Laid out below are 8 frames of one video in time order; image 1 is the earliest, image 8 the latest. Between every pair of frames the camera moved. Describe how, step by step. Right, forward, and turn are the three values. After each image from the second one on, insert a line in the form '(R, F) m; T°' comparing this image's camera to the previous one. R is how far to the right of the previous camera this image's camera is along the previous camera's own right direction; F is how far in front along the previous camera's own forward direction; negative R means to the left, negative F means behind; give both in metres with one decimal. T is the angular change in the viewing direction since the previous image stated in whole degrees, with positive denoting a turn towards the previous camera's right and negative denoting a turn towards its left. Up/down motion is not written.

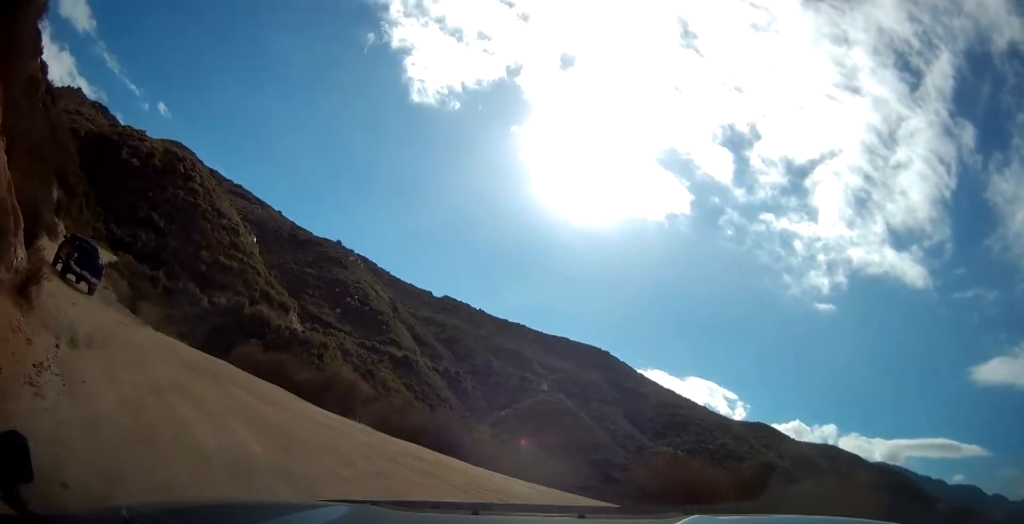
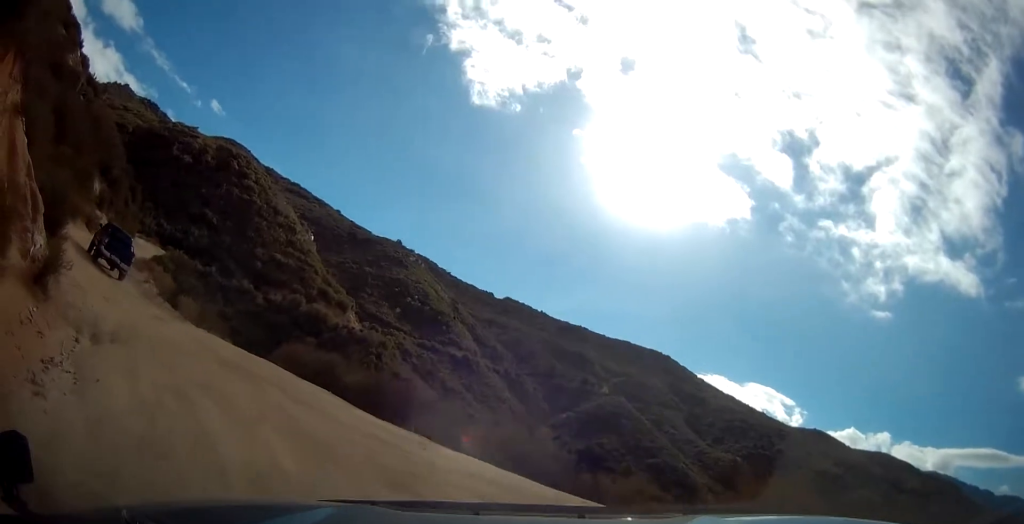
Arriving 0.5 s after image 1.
(-0.1, +1.0) m; -7°
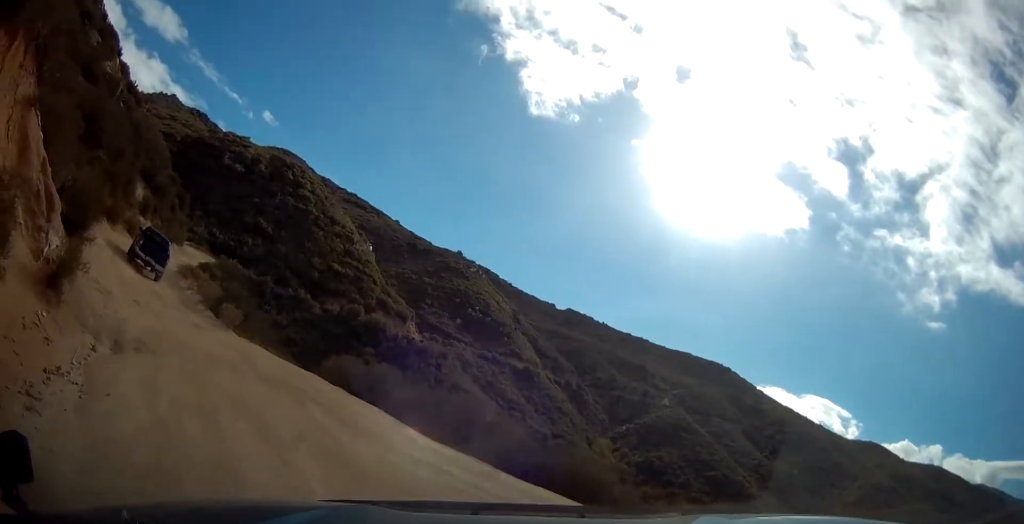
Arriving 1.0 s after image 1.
(0.0, +1.0) m; -1°
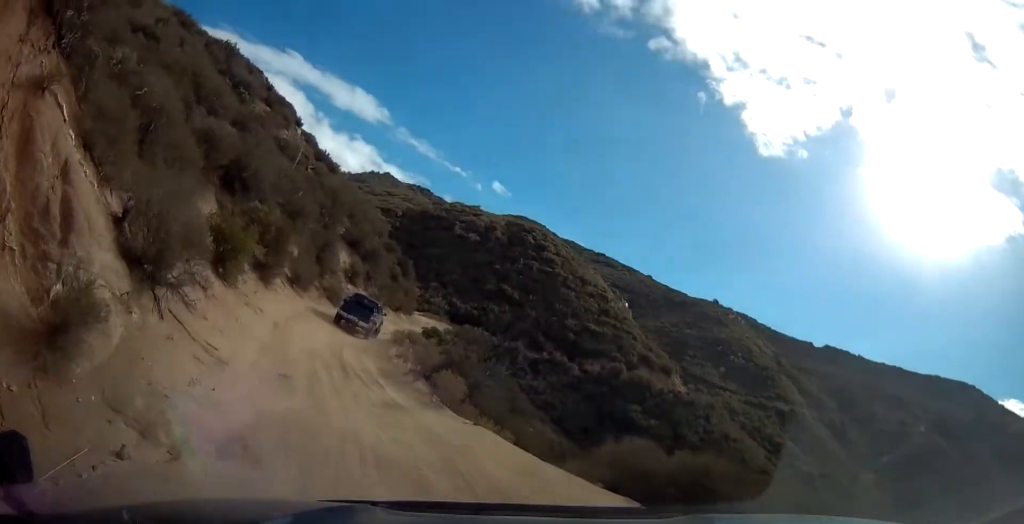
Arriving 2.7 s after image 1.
(-0.5, +4.4) m; -20°
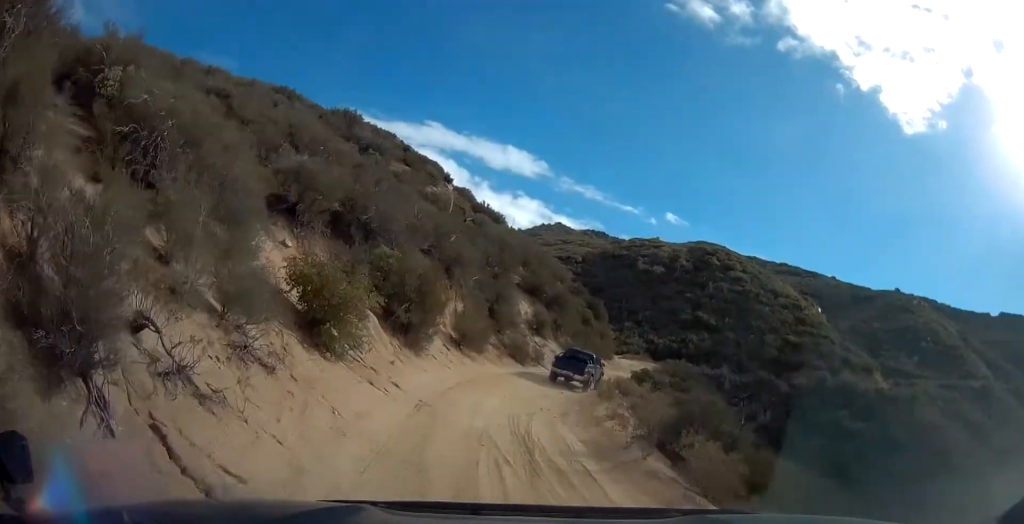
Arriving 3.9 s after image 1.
(-1.0, +4.6) m; -16°
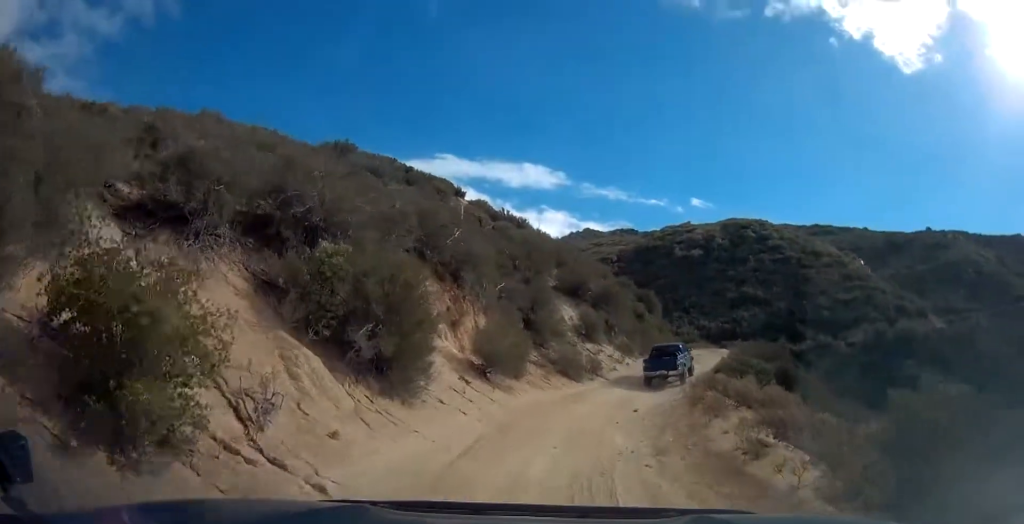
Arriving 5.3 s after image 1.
(-0.3, +6.2) m; -5°
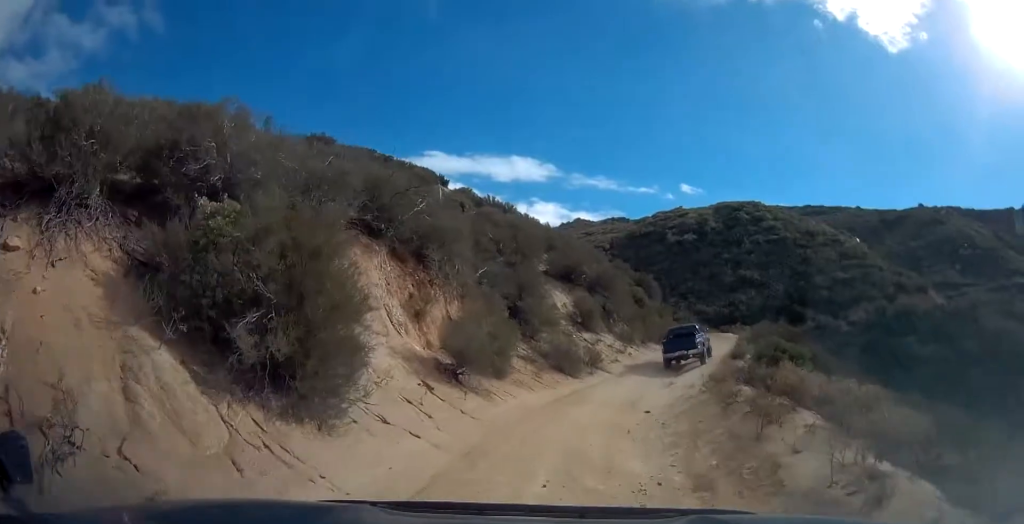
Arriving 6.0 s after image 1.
(-0.1, +3.6) m; 0°
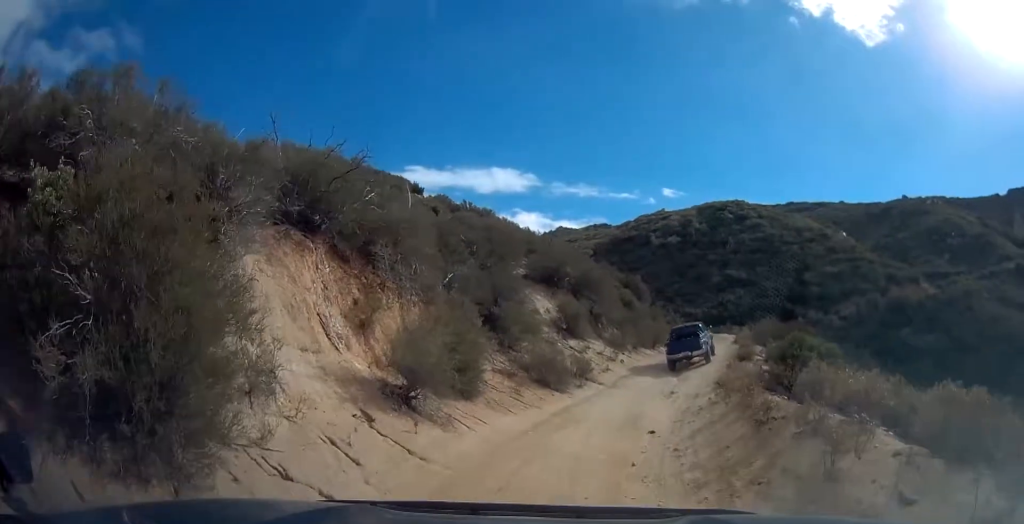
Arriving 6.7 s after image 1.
(0.0, +2.9) m; 0°
